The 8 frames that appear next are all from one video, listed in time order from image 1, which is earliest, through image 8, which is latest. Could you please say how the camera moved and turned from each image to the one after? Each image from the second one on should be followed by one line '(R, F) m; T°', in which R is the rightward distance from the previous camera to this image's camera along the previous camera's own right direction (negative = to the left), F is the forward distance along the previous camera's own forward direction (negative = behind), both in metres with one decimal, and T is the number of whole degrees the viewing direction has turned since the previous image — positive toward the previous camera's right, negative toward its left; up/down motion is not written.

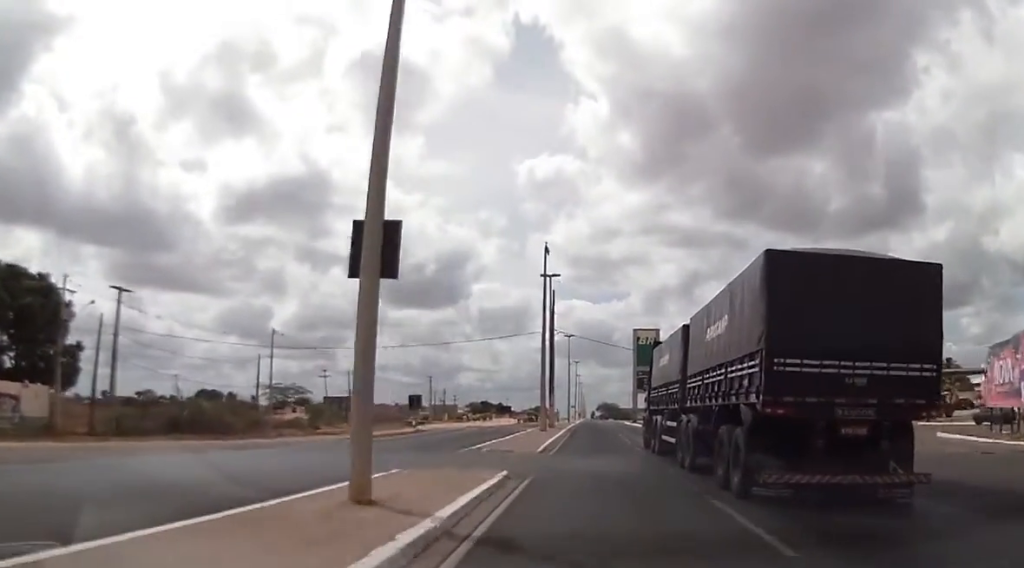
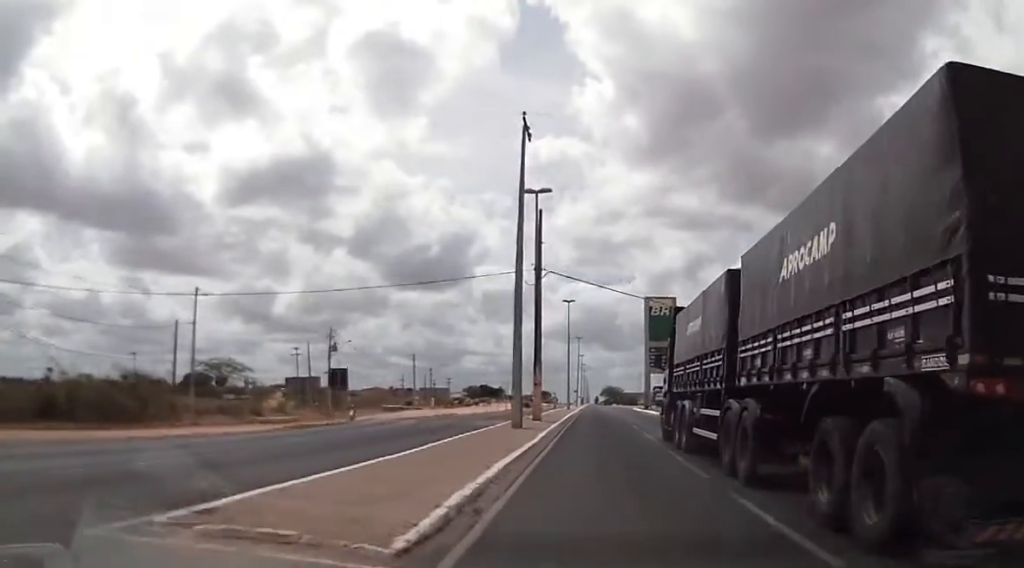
(+0.7, +13.7) m; +1°
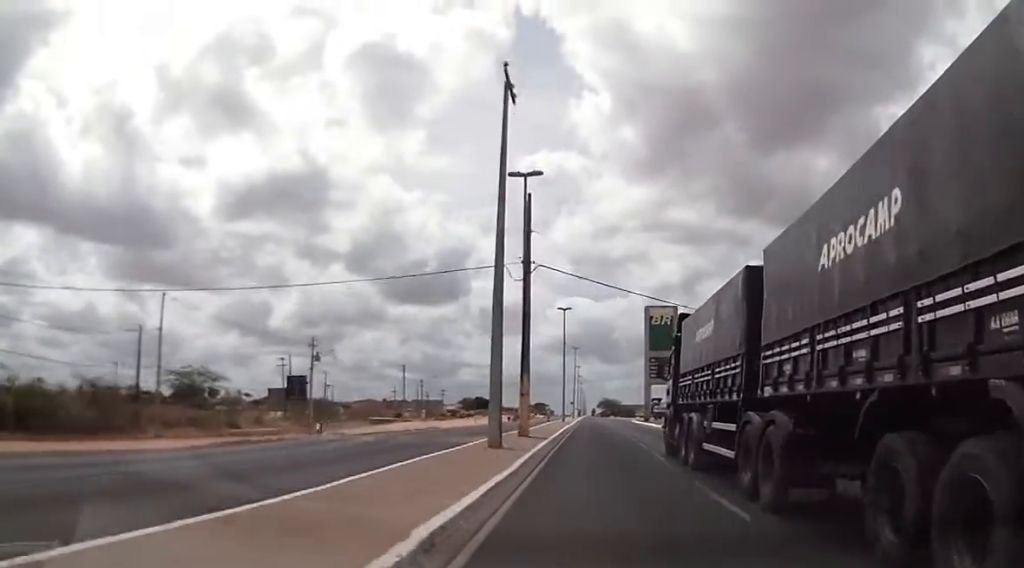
(0.0, +4.3) m; -1°
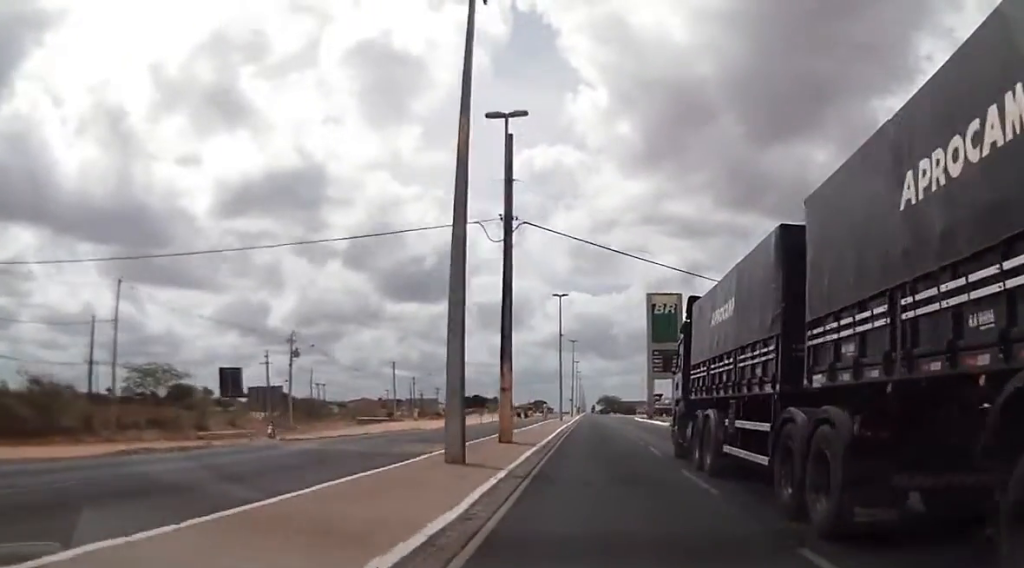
(-0.1, +5.3) m; -1°
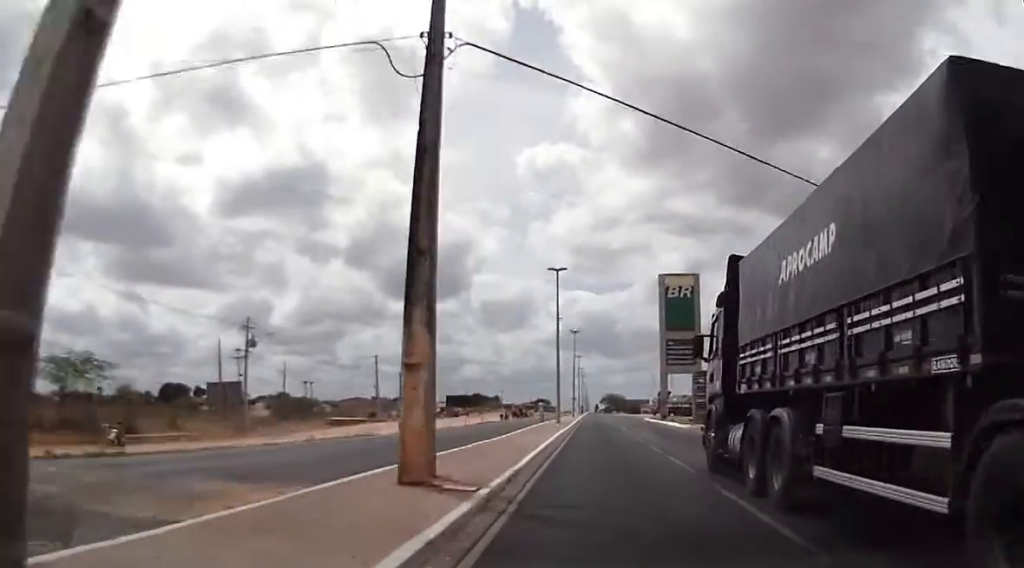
(-0.2, +10.5) m; -1°
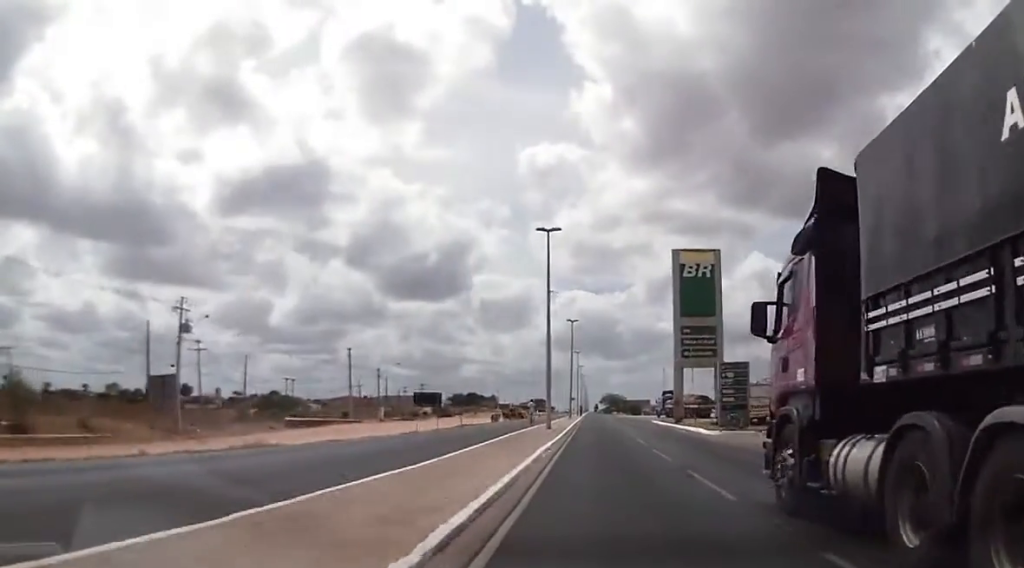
(+0.1, +11.1) m; -1°
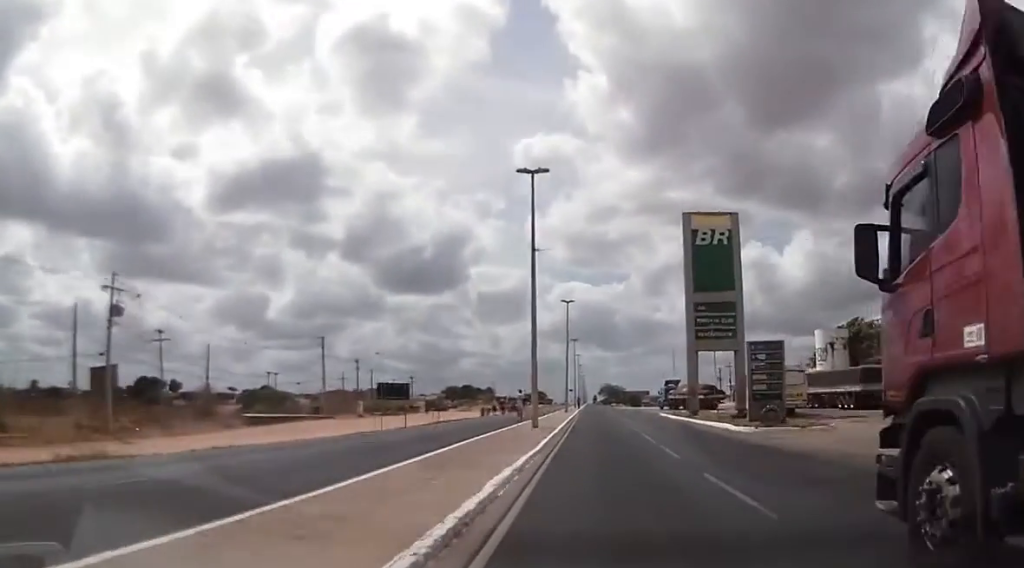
(-0.2, +8.7) m; +1°
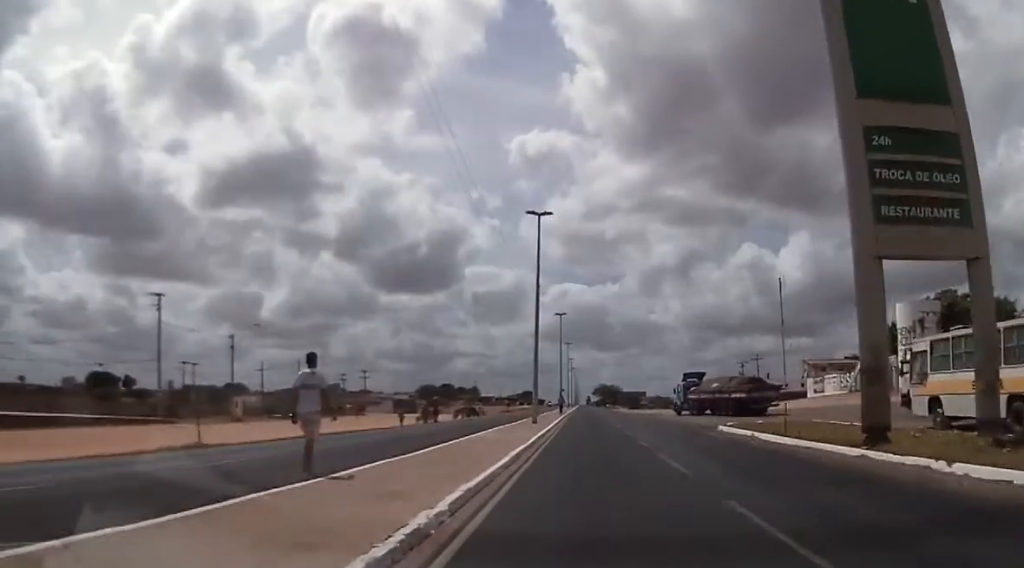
(+0.4, +32.4) m; +2°
